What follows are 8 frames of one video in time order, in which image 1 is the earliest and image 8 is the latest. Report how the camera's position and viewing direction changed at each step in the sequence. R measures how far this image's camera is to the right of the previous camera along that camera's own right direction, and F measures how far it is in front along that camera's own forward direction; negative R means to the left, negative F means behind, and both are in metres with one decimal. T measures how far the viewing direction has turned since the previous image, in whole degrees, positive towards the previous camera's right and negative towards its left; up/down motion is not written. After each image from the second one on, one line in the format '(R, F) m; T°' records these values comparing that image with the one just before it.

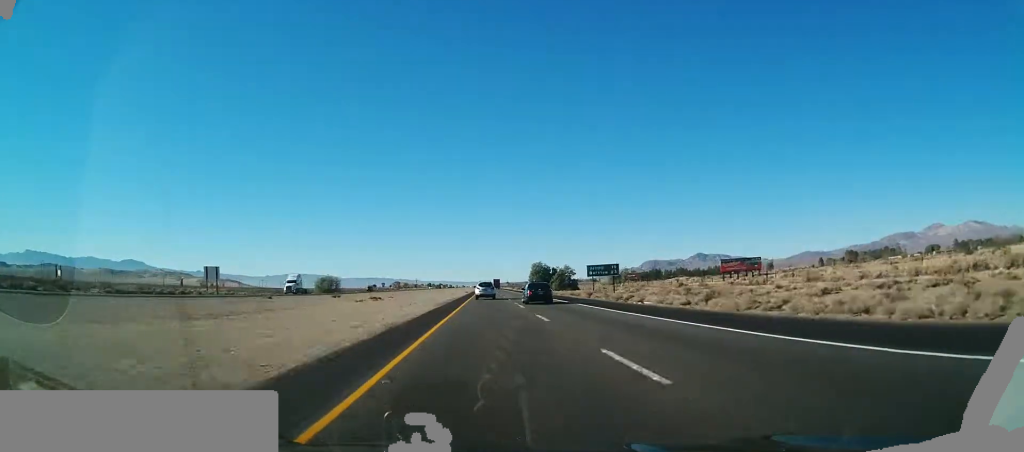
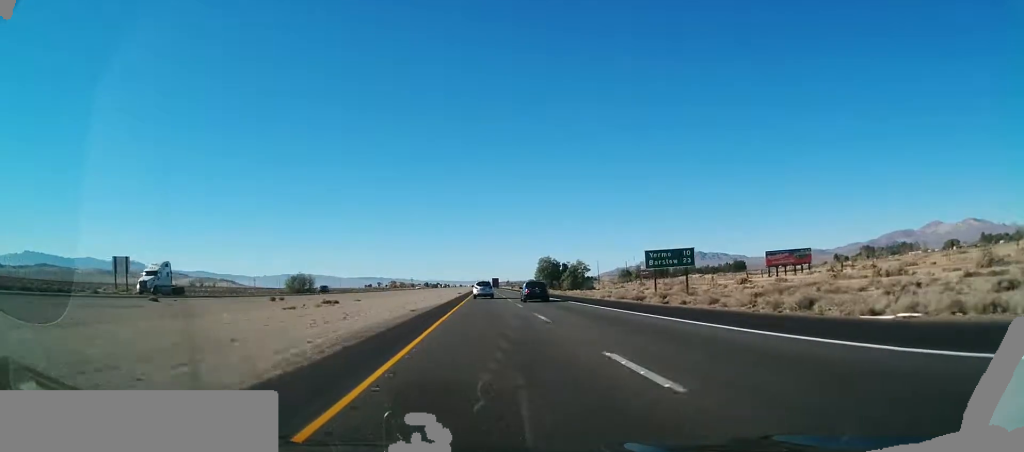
(-0.2, +30.0) m; 0°
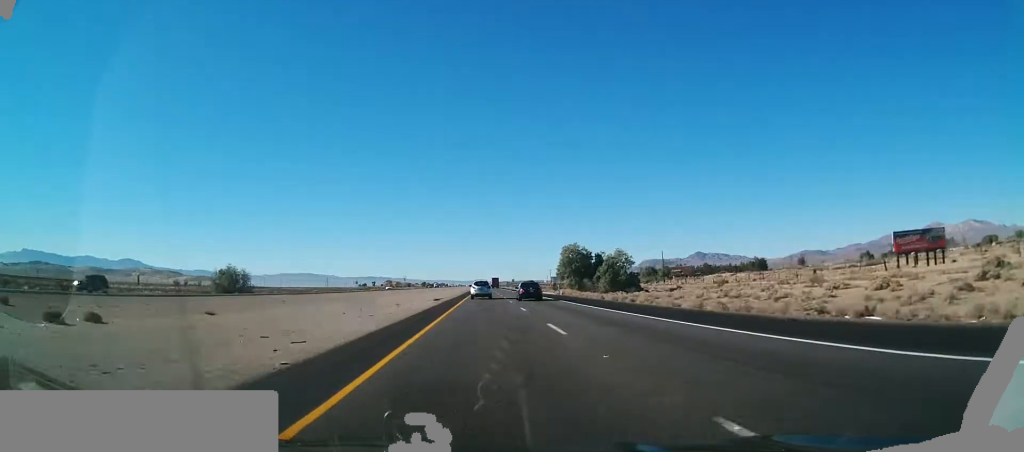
(+0.2, +49.6) m; 0°
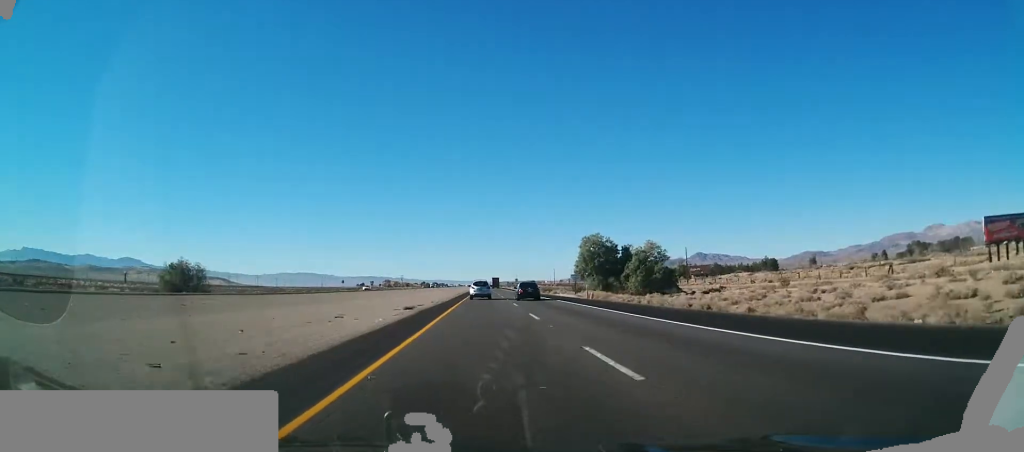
(-0.1, +22.0) m; 0°
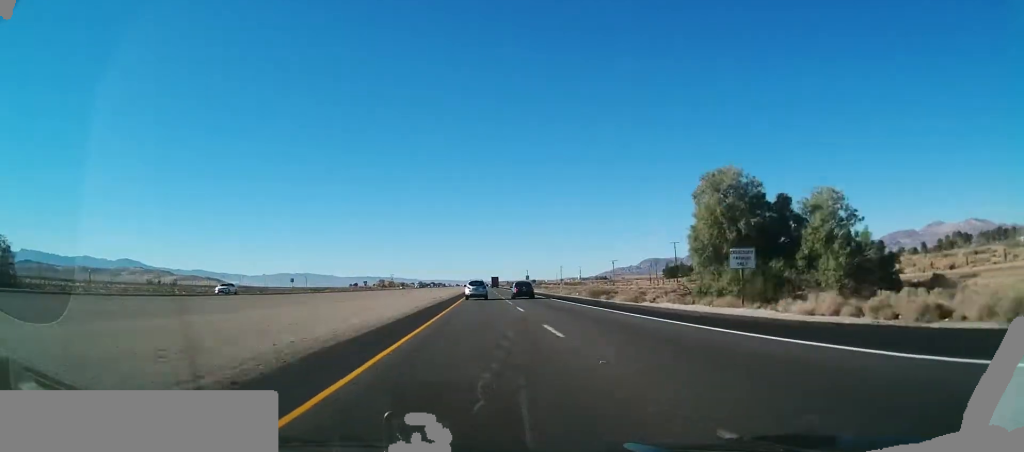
(+0.2, +51.2) m; 0°
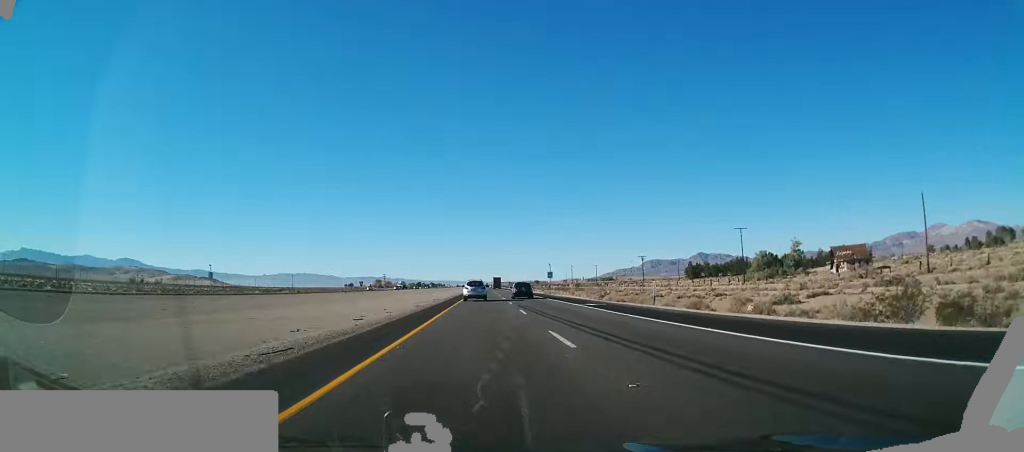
(-0.2, +45.8) m; 0°
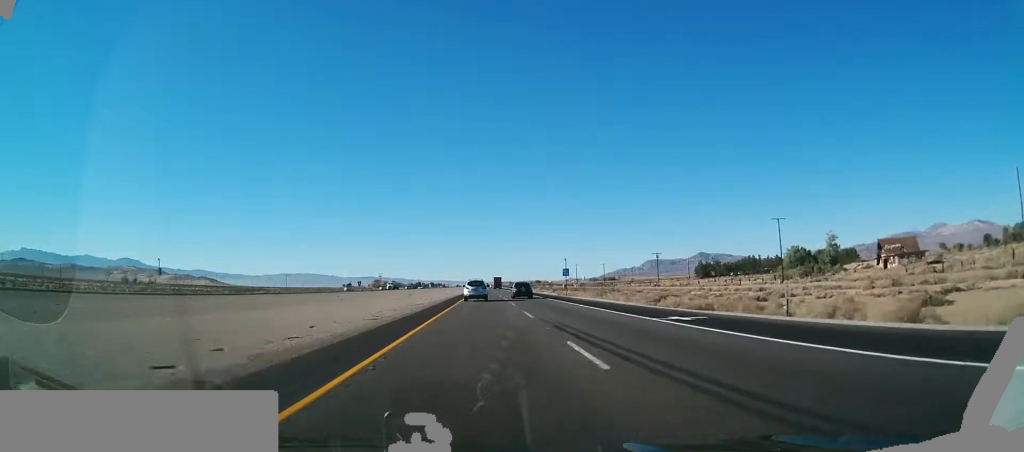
(0.0, +17.7) m; 0°
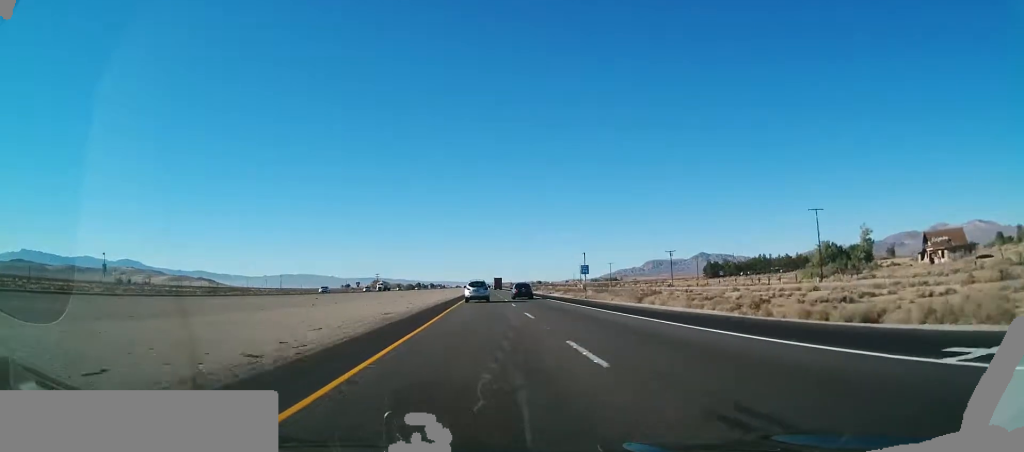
(0.0, +14.2) m; 0°
